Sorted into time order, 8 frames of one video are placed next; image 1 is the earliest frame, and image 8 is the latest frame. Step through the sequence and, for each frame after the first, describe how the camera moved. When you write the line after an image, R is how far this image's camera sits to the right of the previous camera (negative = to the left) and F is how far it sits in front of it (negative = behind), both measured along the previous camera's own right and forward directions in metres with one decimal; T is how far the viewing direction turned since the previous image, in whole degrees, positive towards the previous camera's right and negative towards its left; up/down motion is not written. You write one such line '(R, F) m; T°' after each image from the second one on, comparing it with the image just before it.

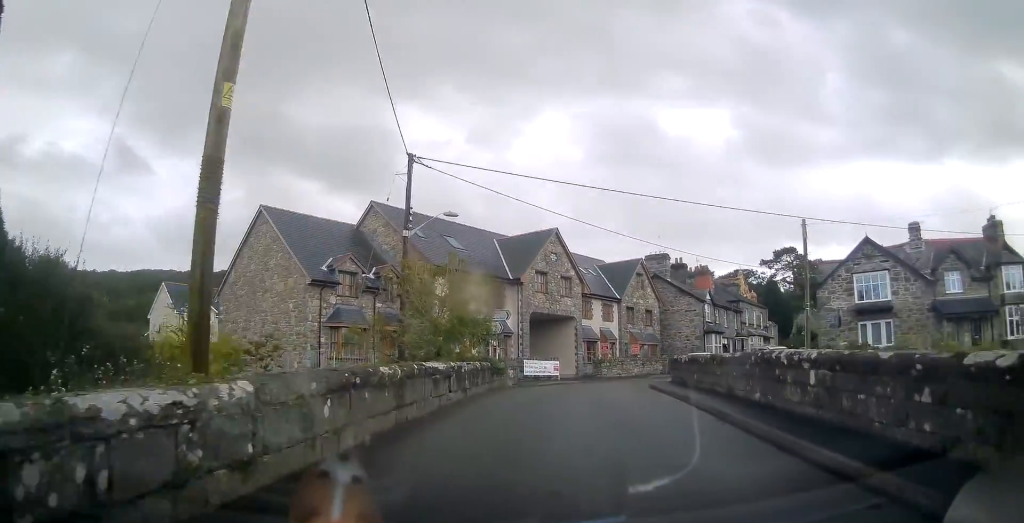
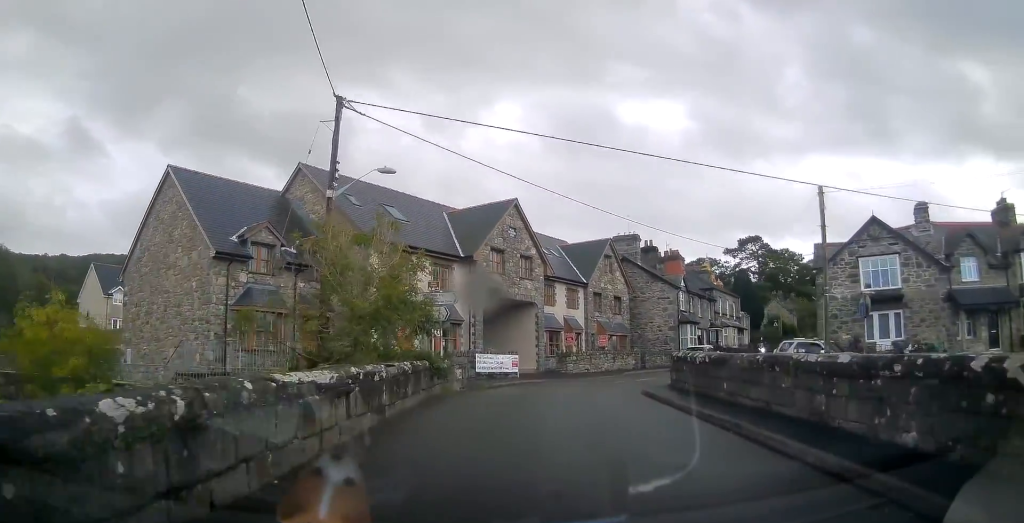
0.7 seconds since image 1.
(+0.3, +5.5) m; +4°
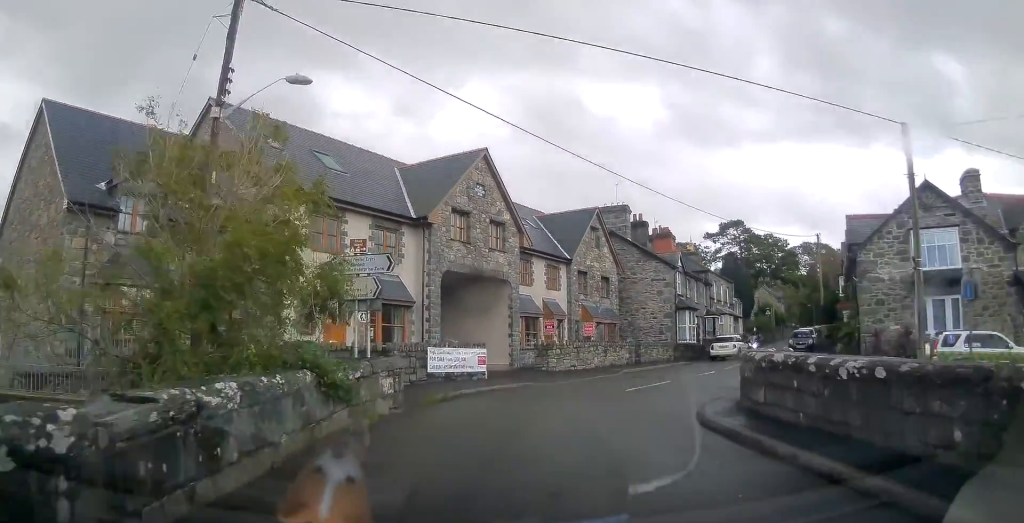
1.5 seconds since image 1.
(+0.3, +7.0) m; +4°
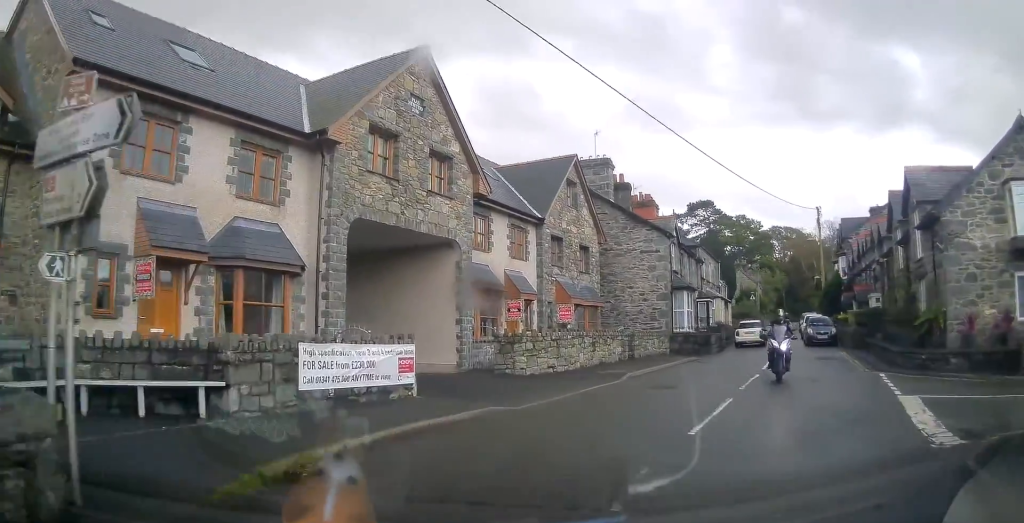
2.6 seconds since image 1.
(+0.2, +8.2) m; +4°
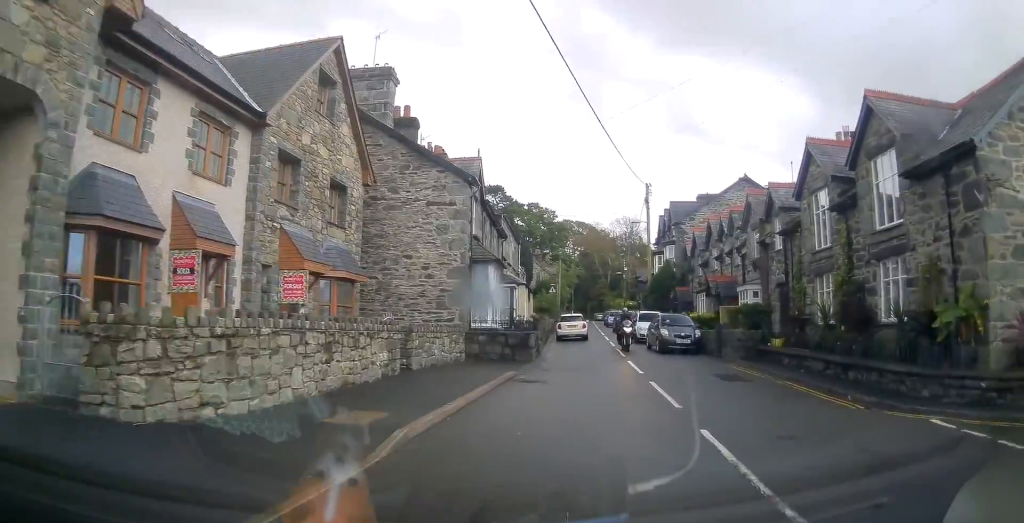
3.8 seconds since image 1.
(+0.7, +10.1) m; +12°
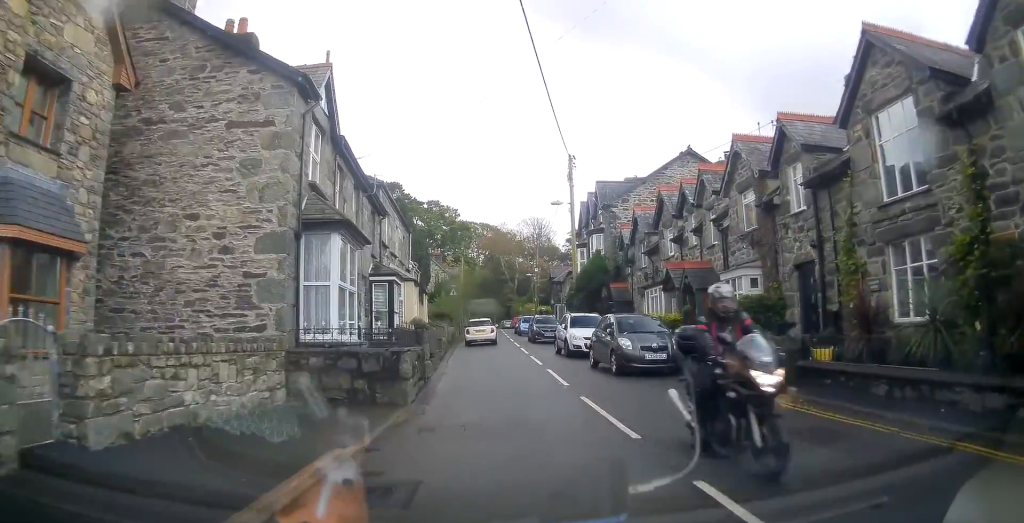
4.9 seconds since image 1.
(+0.9, +8.5) m; +12°
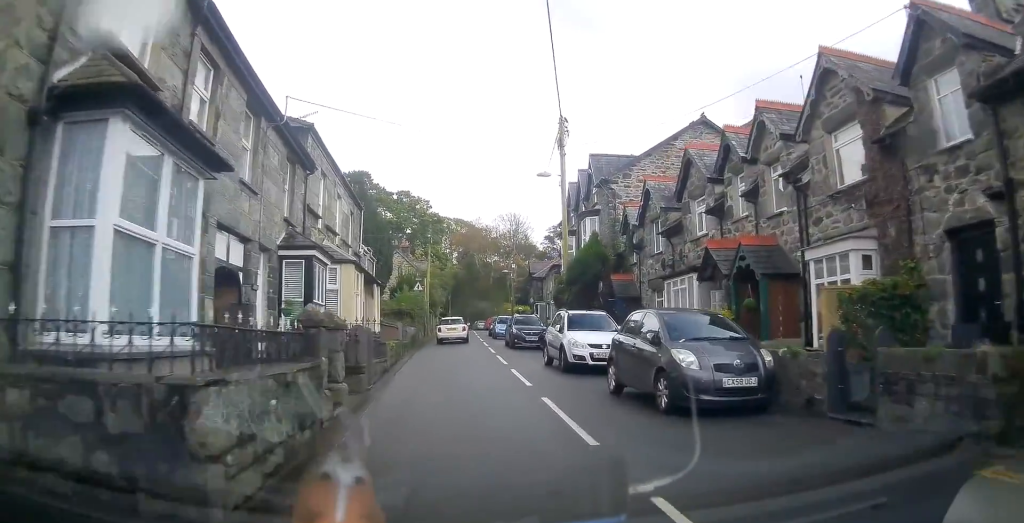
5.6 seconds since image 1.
(+0.5, +6.6) m; +6°
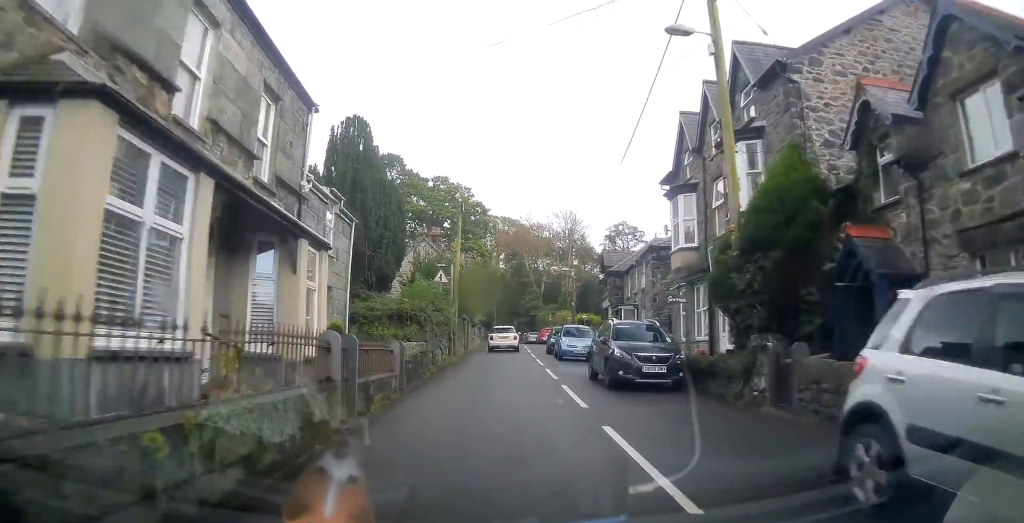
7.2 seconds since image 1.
(+0.7, +14.2) m; +1°
